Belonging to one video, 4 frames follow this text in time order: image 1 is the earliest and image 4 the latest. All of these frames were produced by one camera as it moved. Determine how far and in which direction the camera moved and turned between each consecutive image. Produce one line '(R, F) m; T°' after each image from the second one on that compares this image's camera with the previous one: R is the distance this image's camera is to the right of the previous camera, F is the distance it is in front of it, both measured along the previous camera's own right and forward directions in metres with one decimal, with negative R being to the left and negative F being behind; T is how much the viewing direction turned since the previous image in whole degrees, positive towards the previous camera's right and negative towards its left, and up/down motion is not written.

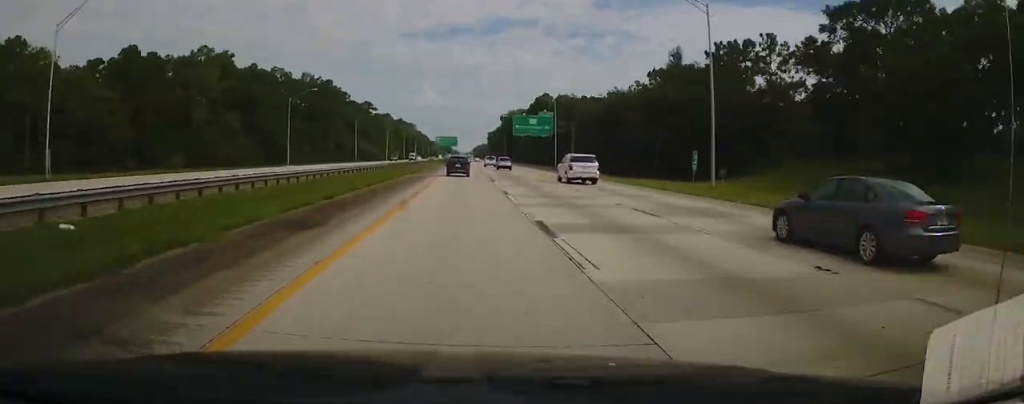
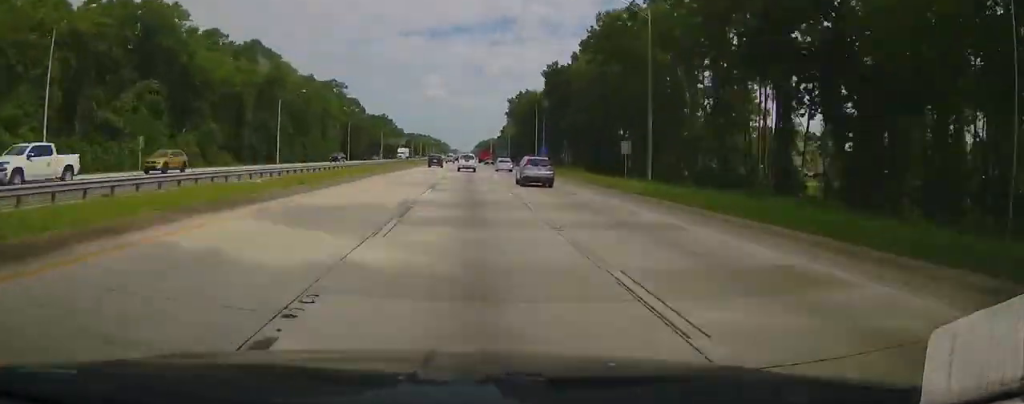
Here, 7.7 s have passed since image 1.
(-0.1, +254.1) m; 0°
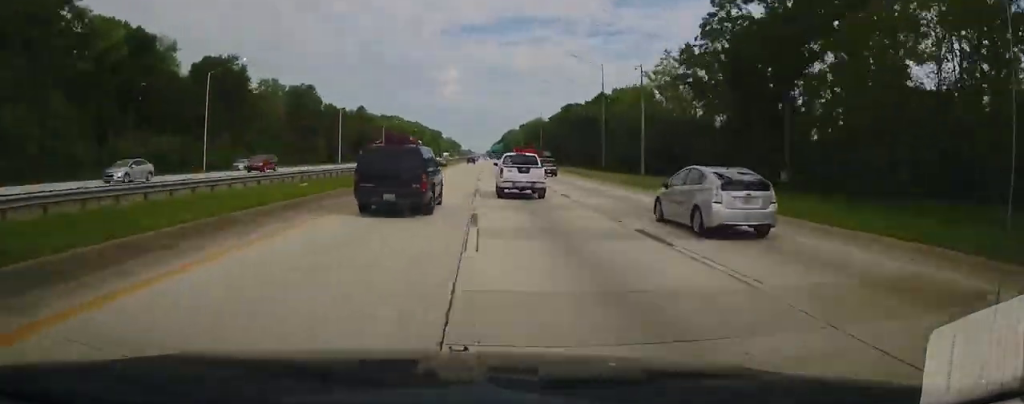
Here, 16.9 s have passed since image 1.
(-3.7, +298.9) m; -1°
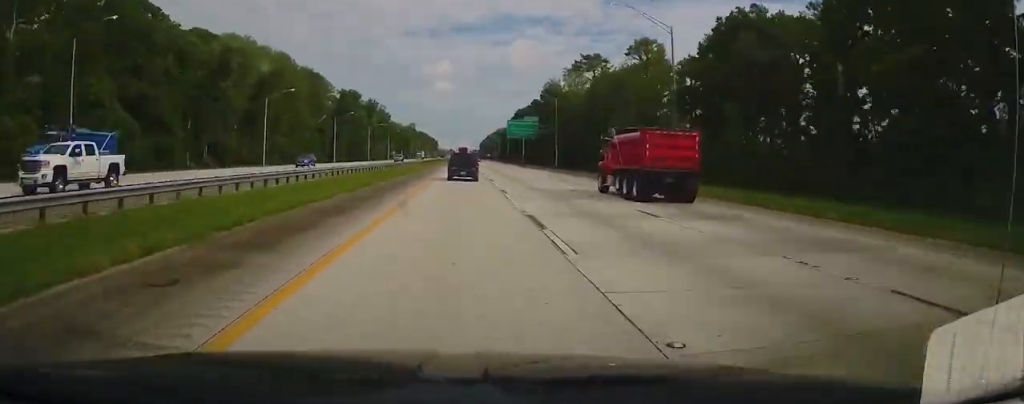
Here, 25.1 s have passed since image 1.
(+4.0, +264.0) m; +1°
